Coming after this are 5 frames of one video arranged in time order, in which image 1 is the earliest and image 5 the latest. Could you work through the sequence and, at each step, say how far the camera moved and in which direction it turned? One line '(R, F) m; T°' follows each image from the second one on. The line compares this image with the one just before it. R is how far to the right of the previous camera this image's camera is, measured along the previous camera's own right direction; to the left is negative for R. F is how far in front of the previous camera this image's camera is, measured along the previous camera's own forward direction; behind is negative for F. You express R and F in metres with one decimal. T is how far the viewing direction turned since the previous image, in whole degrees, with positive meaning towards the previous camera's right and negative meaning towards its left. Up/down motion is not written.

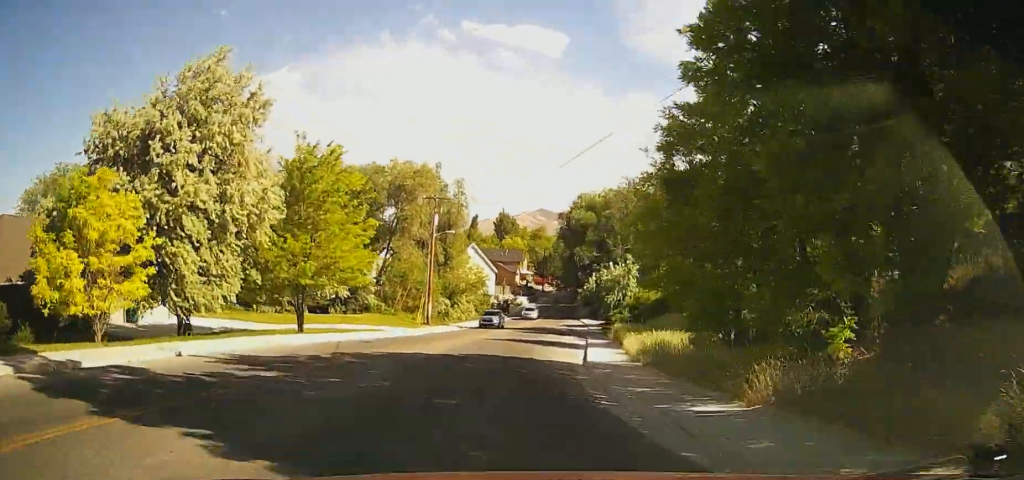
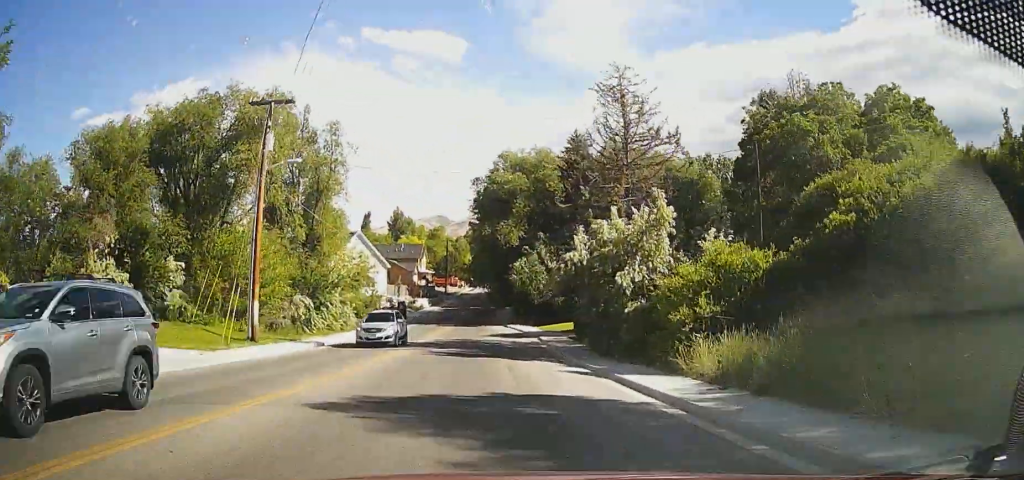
(+1.8, +26.5) m; +8°
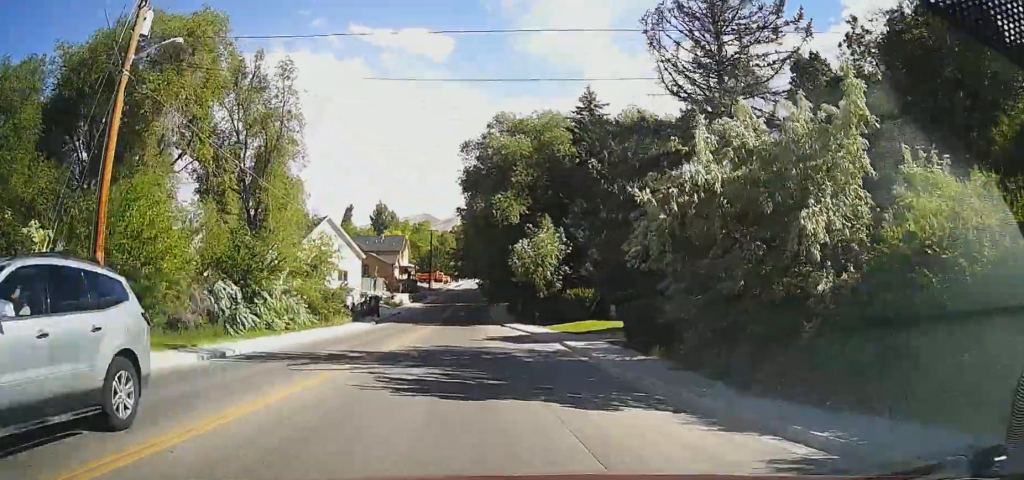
(+0.4, +13.0) m; +2°
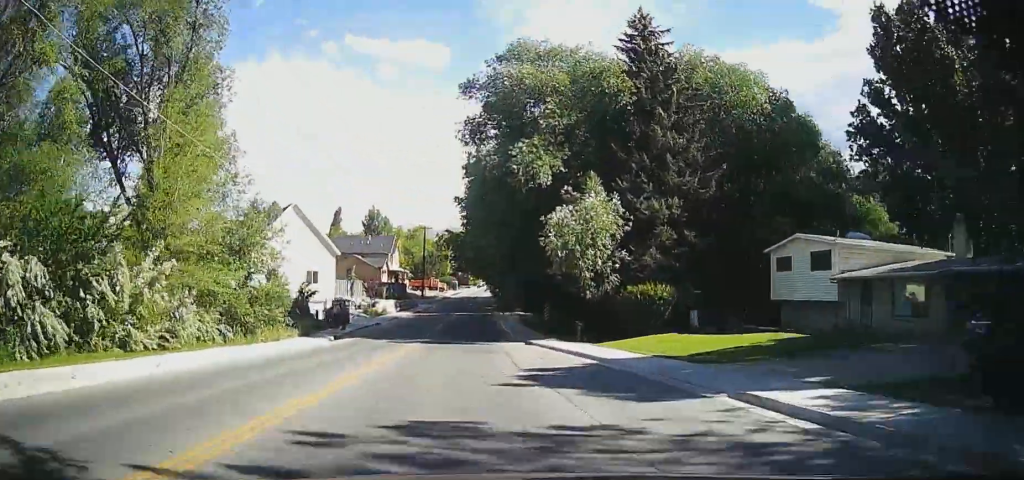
(+0.2, +17.7) m; 0°
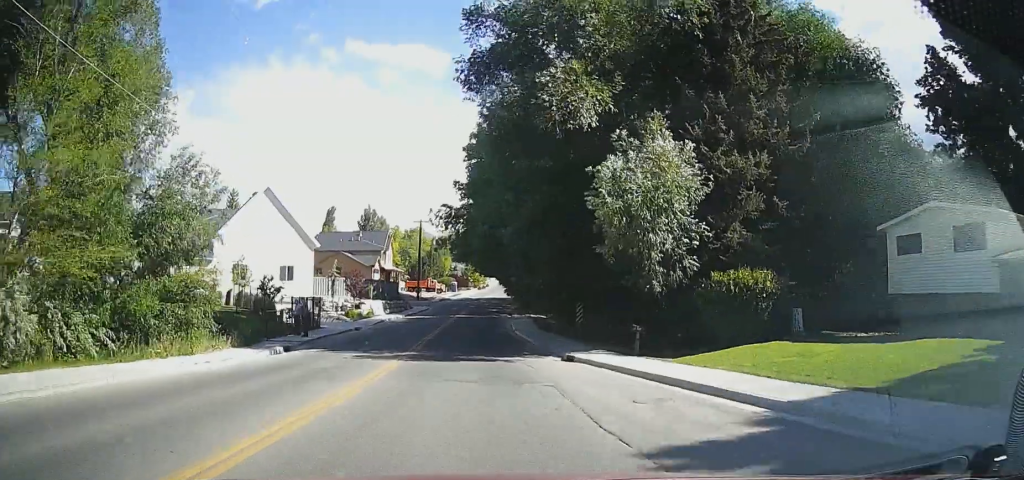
(-0.1, +10.3) m; 0°
